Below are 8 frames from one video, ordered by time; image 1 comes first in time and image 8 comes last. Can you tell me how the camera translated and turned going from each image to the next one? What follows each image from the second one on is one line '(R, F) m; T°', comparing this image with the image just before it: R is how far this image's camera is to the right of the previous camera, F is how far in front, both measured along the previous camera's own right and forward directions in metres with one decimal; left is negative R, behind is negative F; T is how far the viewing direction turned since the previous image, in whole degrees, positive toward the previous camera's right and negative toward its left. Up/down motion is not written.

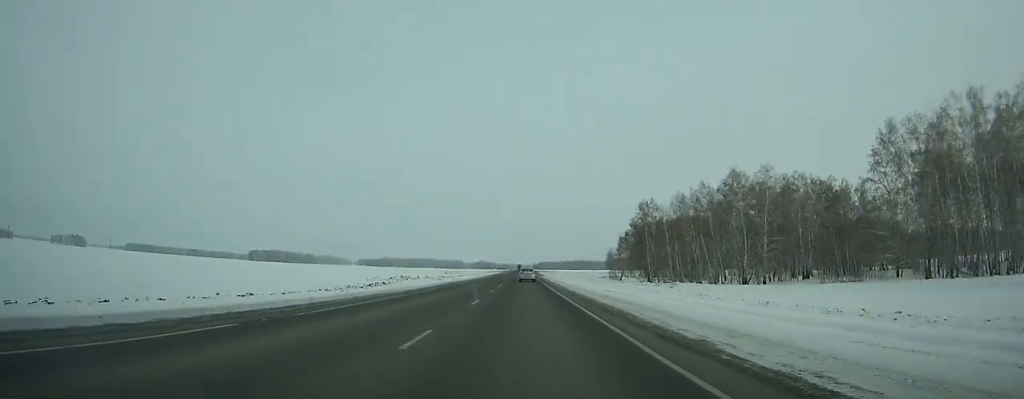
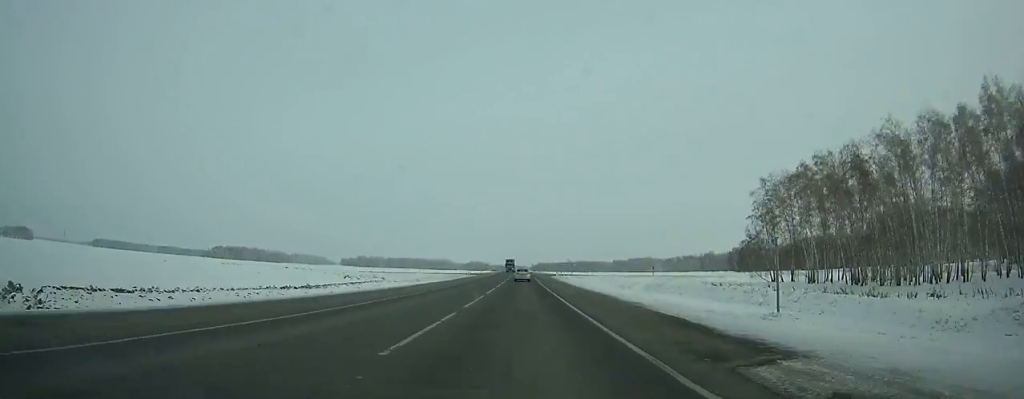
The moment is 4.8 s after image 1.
(+0.2, +136.9) m; 0°
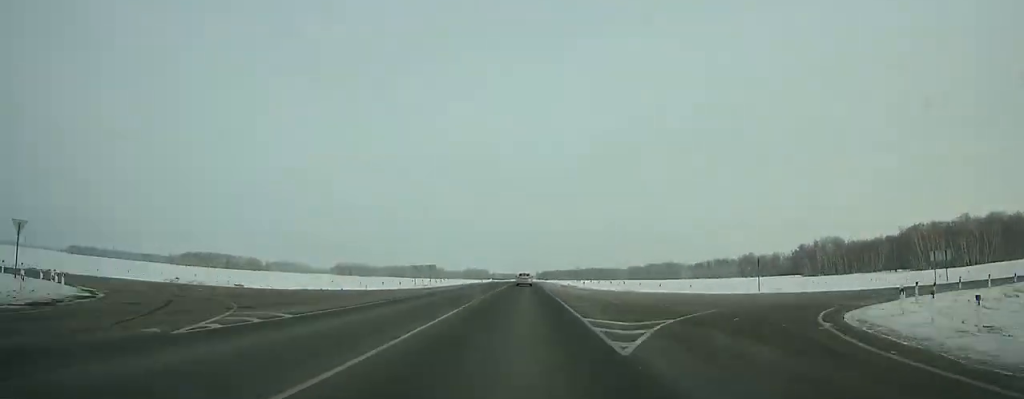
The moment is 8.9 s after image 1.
(+0.2, +115.1) m; 0°
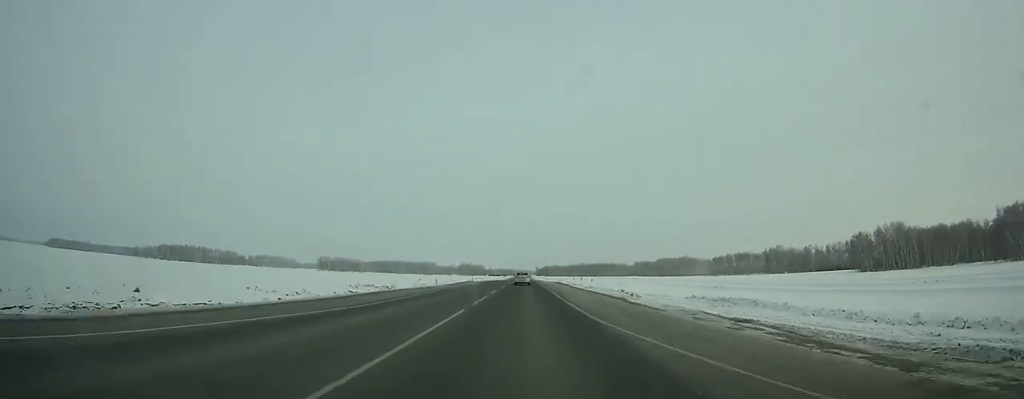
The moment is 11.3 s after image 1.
(0.0, +67.3) m; 0°
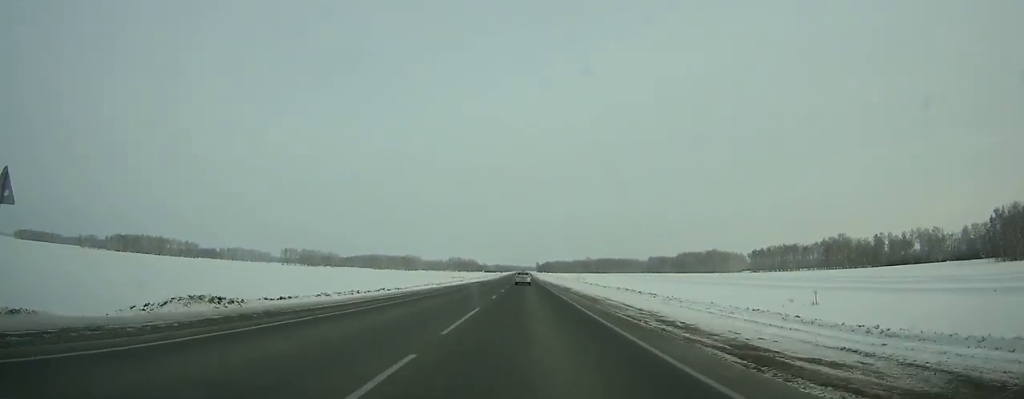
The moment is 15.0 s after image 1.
(+0.3, +105.3) m; 0°
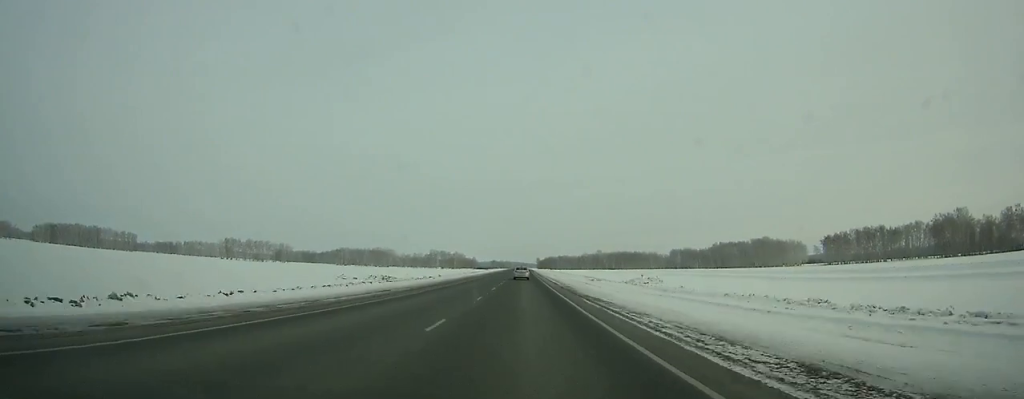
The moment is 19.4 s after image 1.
(-0.3, +126.6) m; 0°
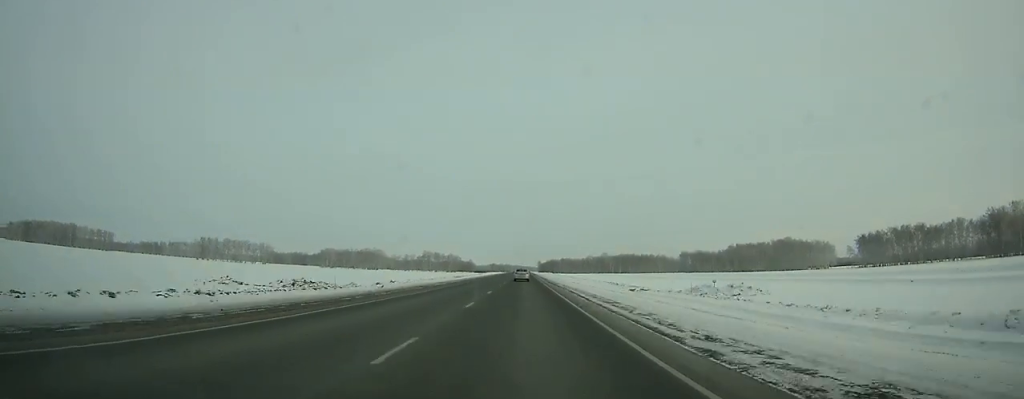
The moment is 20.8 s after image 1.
(-0.1, +40.1) m; 0°
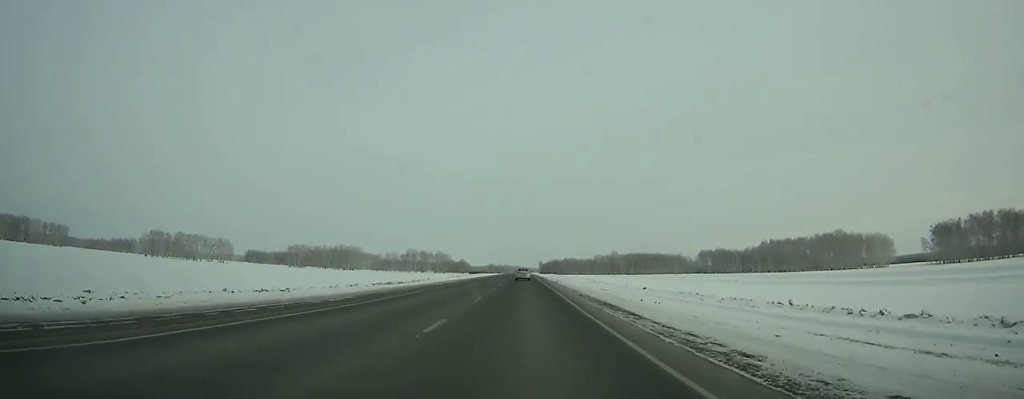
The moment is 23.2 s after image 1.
(0.0, +68.5) m; 0°
